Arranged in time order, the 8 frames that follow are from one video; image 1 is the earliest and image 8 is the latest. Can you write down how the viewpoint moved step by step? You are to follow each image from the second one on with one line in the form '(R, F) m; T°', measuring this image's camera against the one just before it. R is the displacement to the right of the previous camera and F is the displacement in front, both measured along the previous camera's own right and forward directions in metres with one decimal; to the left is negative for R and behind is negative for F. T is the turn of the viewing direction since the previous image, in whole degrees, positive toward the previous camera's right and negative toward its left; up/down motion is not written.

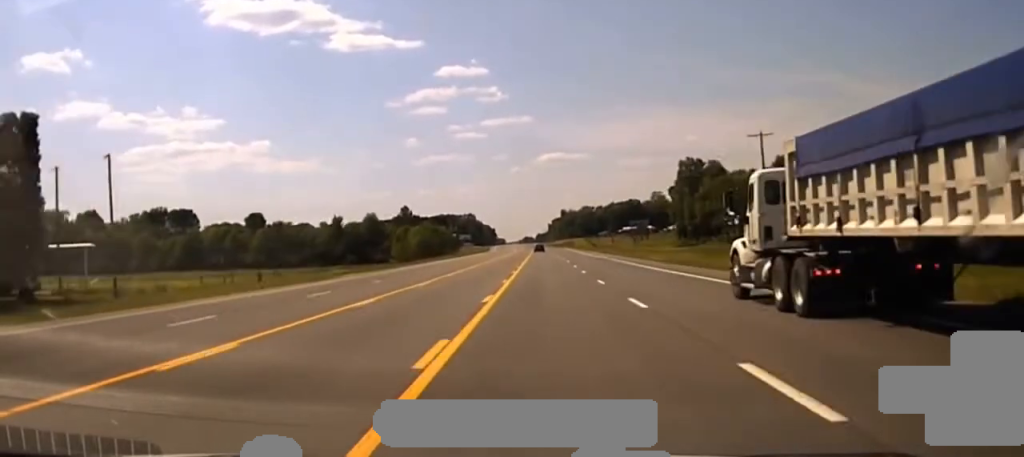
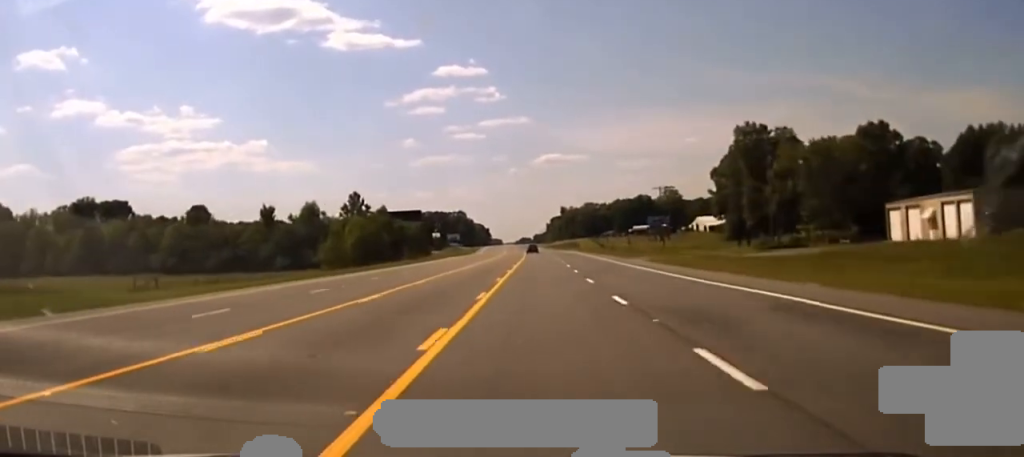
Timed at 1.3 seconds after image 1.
(0.0, +61.7) m; 0°
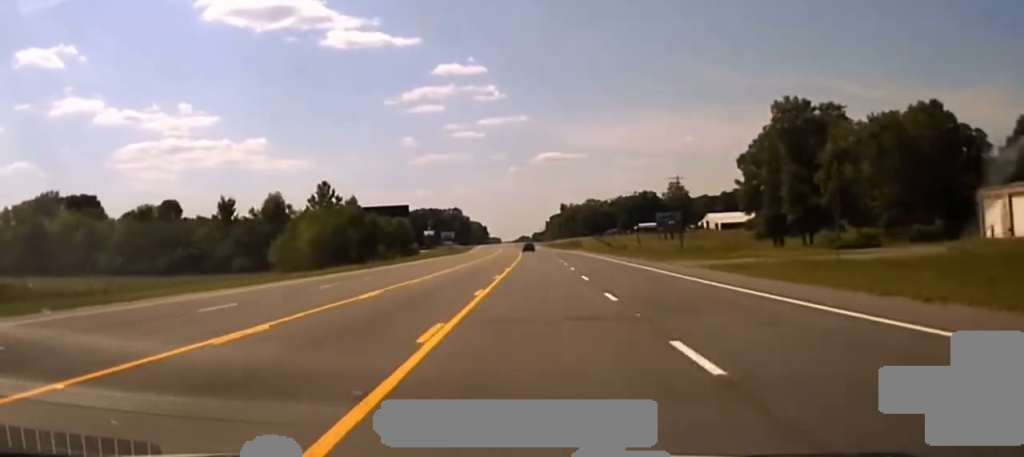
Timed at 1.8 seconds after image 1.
(0.0, +26.4) m; 0°
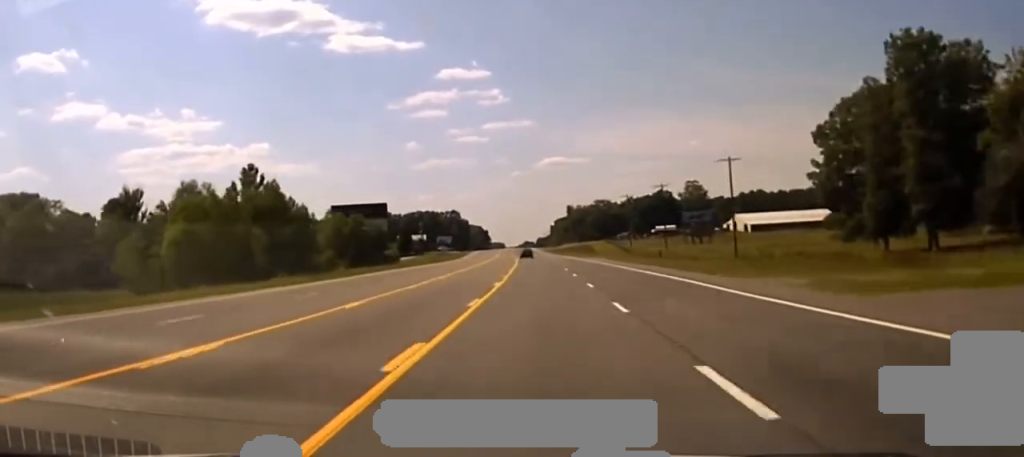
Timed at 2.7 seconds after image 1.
(-0.4, +41.8) m; 0°
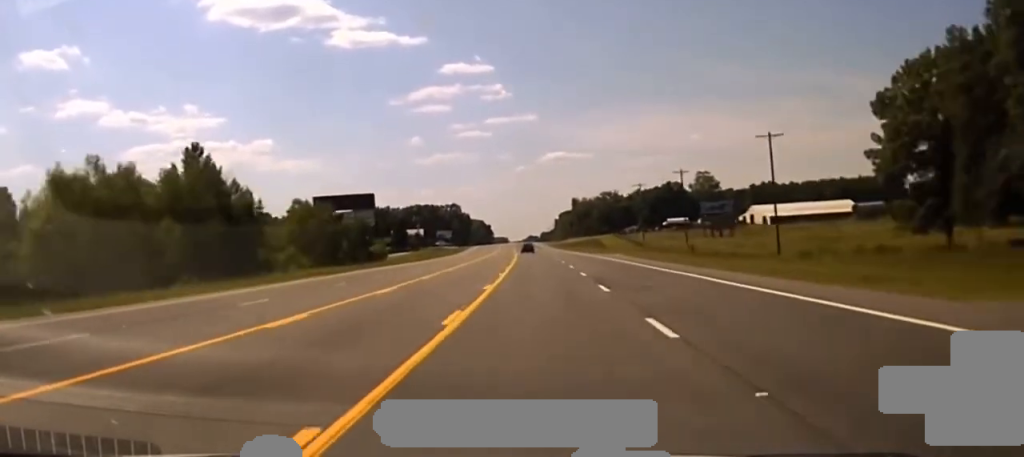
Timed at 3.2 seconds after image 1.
(+0.1, +18.9) m; 0°
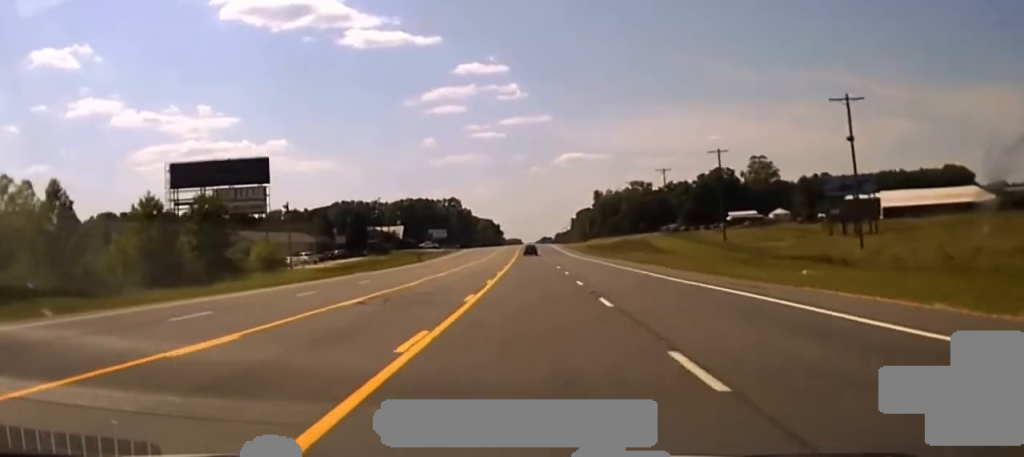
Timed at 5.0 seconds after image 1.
(-0.3, +74.5) m; -1°
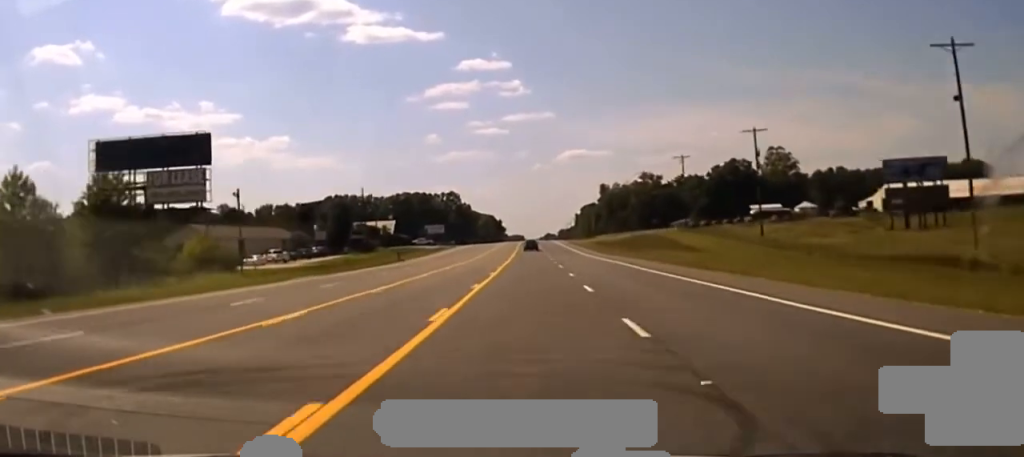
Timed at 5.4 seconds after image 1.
(0.0, +18.0) m; 0°
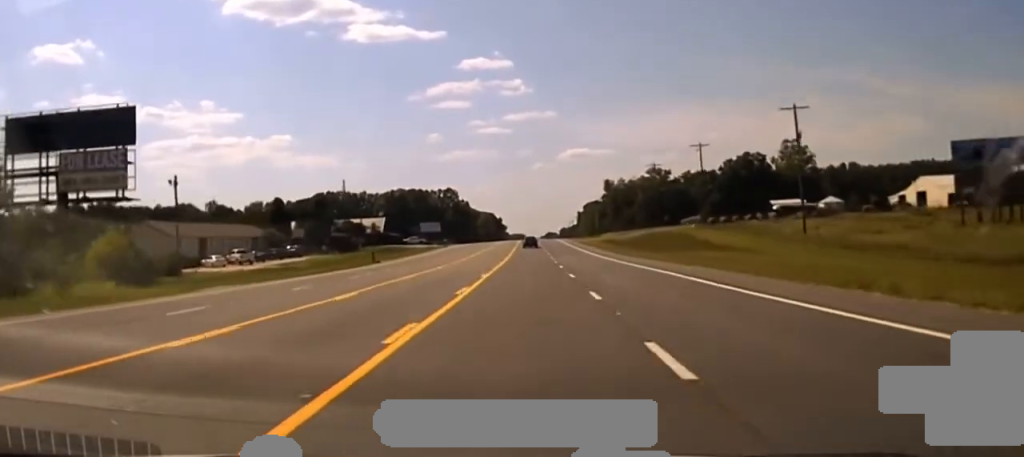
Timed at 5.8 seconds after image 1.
(0.0, +15.1) m; 0°
